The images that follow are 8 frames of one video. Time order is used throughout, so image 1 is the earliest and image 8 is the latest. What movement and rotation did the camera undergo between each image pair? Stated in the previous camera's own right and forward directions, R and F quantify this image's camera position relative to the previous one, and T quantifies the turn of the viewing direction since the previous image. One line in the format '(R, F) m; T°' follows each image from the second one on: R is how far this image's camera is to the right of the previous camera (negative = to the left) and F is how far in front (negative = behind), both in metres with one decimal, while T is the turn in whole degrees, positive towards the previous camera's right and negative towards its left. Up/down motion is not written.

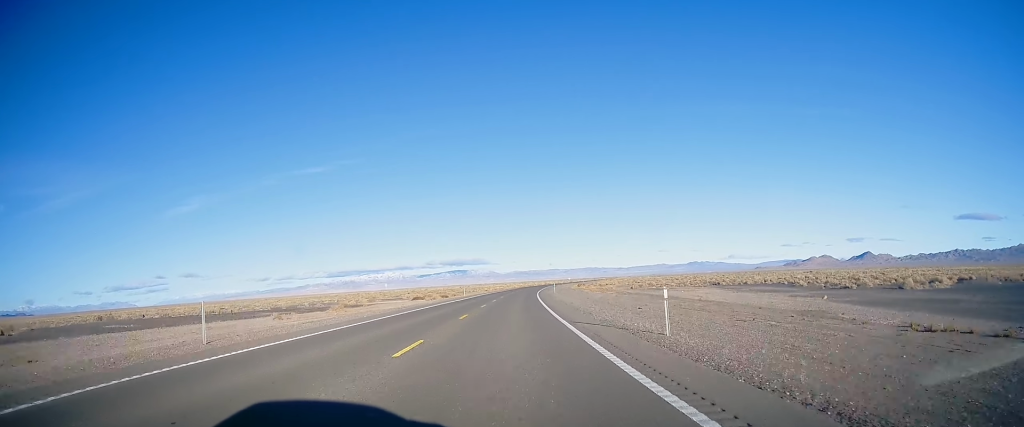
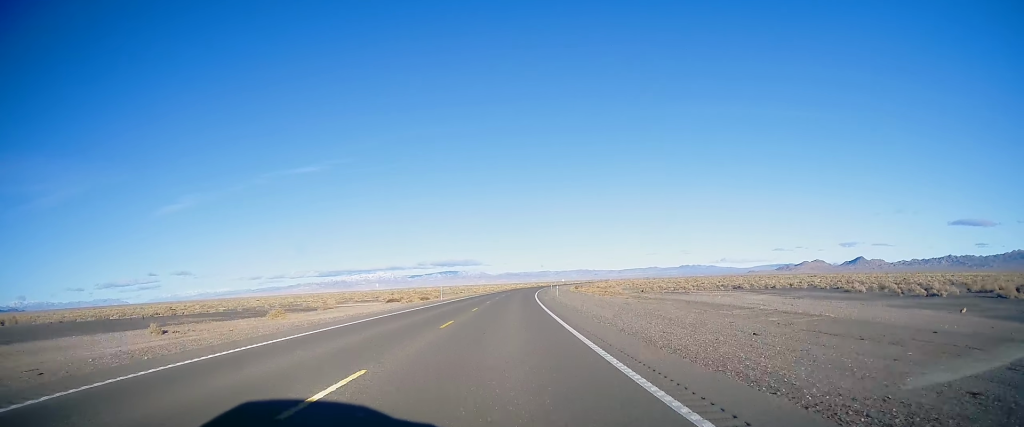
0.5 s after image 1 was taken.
(+0.2, +17.3) m; +1°
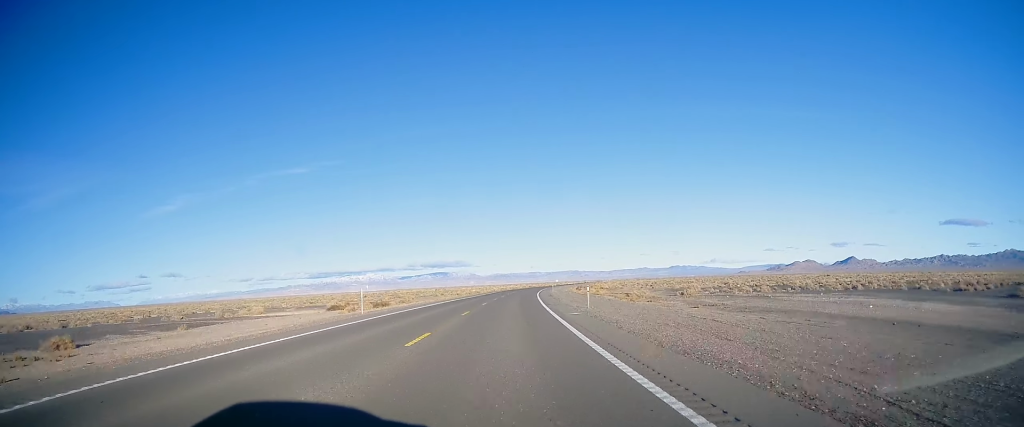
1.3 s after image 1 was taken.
(+0.2, +29.7) m; +1°
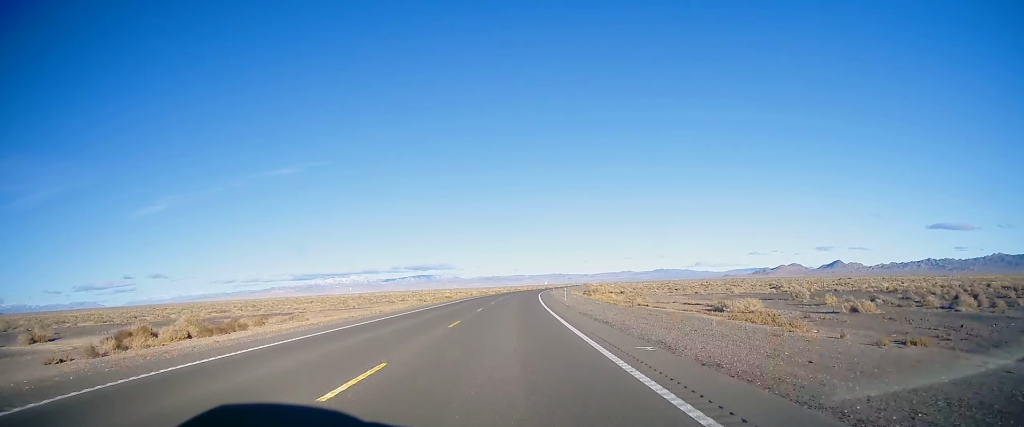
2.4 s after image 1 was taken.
(+0.6, +42.5) m; +2°
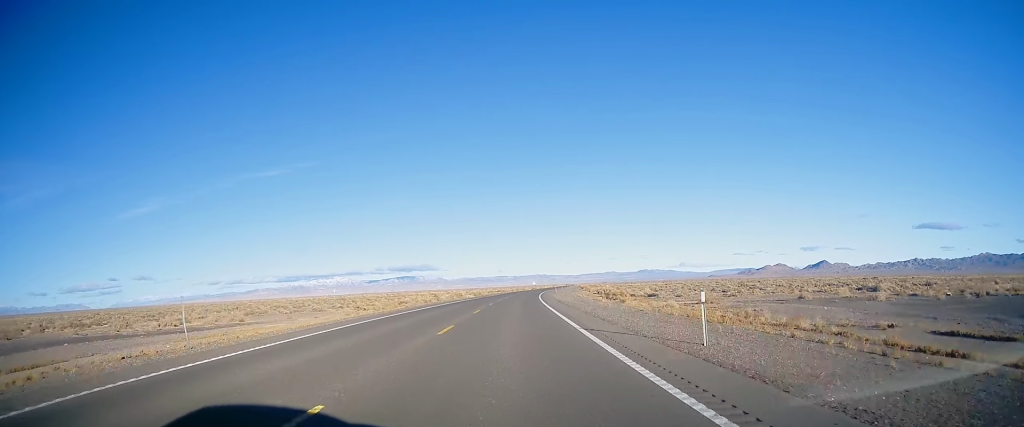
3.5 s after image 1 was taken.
(+0.6, +39.7) m; +2°
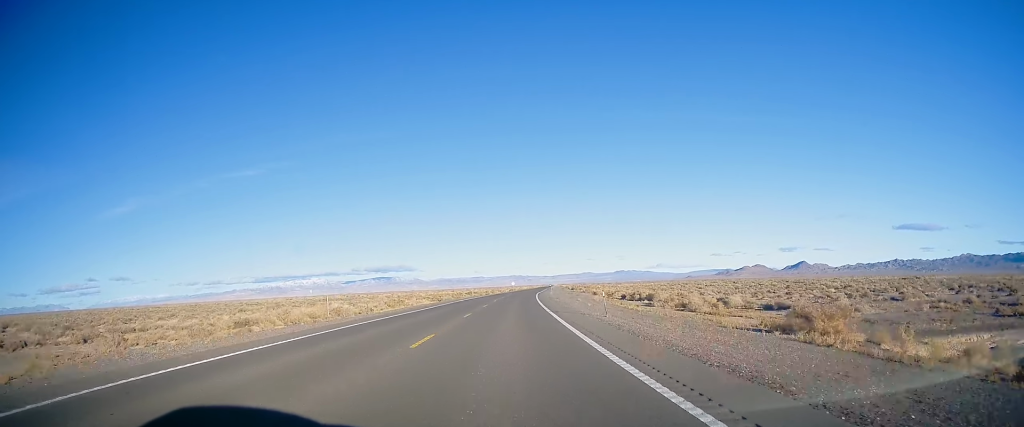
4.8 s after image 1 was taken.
(+0.8, +50.7) m; +1°
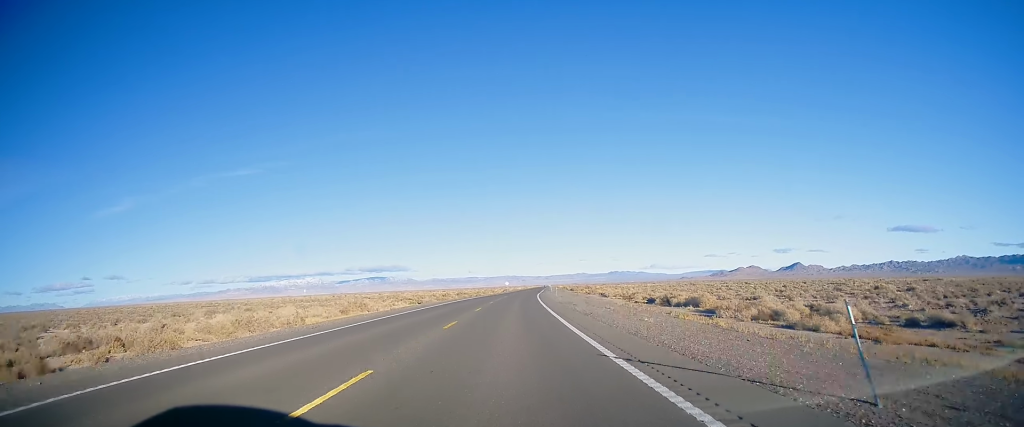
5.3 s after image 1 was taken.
(-0.1, +18.6) m; +1°
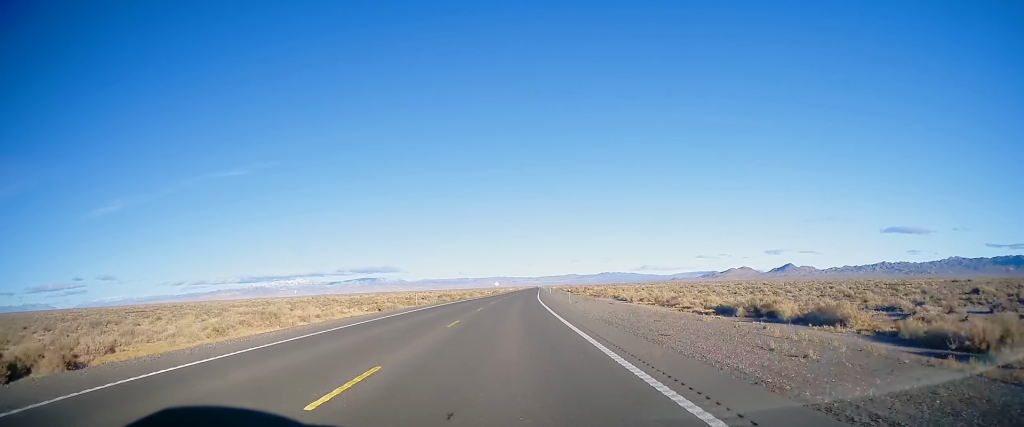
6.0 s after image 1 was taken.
(+0.1, +23.6) m; +1°
